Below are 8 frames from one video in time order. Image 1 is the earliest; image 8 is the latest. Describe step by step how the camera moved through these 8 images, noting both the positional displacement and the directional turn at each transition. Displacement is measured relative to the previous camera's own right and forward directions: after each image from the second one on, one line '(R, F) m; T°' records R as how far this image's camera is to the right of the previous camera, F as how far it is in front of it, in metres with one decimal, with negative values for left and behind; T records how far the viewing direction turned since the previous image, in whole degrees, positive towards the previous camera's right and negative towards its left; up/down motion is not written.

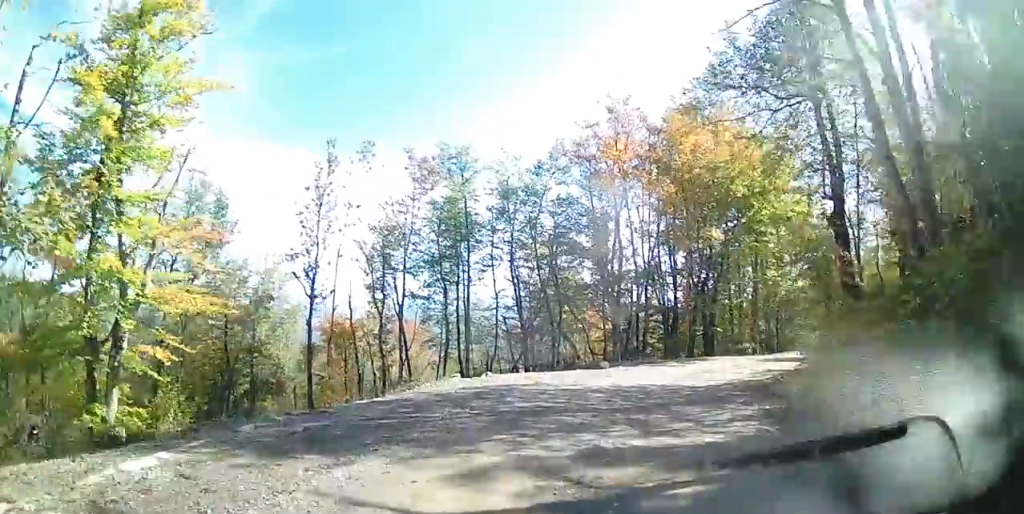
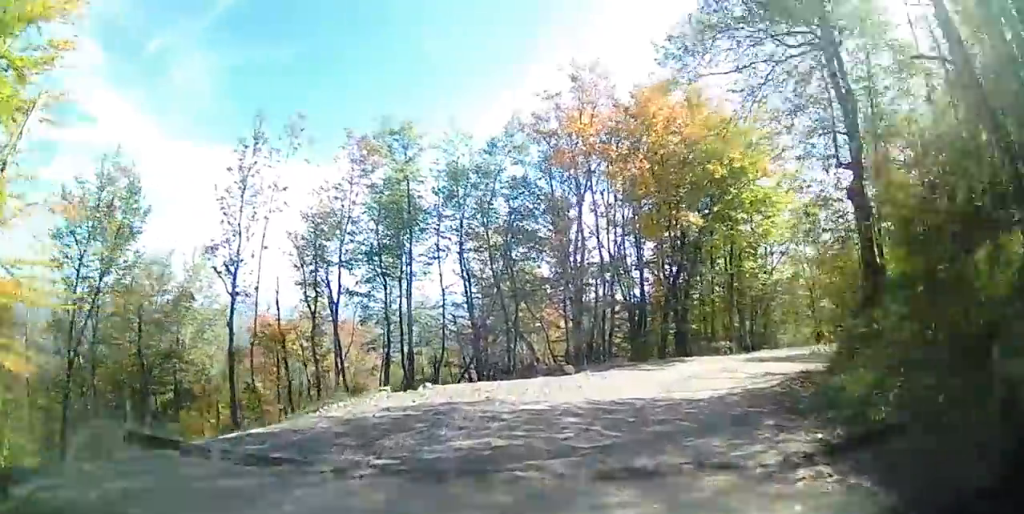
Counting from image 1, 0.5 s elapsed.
(+0.3, +3.2) m; +2°
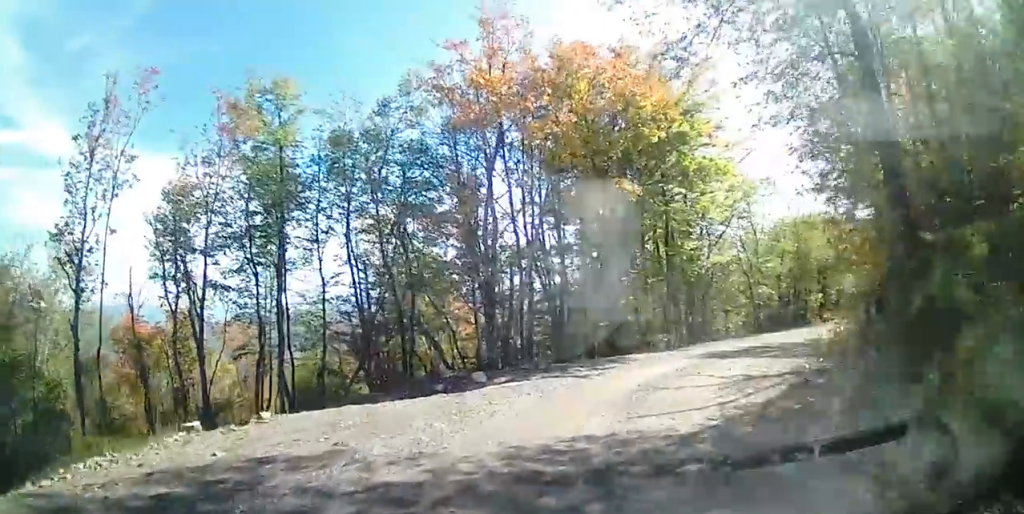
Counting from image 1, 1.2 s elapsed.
(+0.2, +4.3) m; +3°
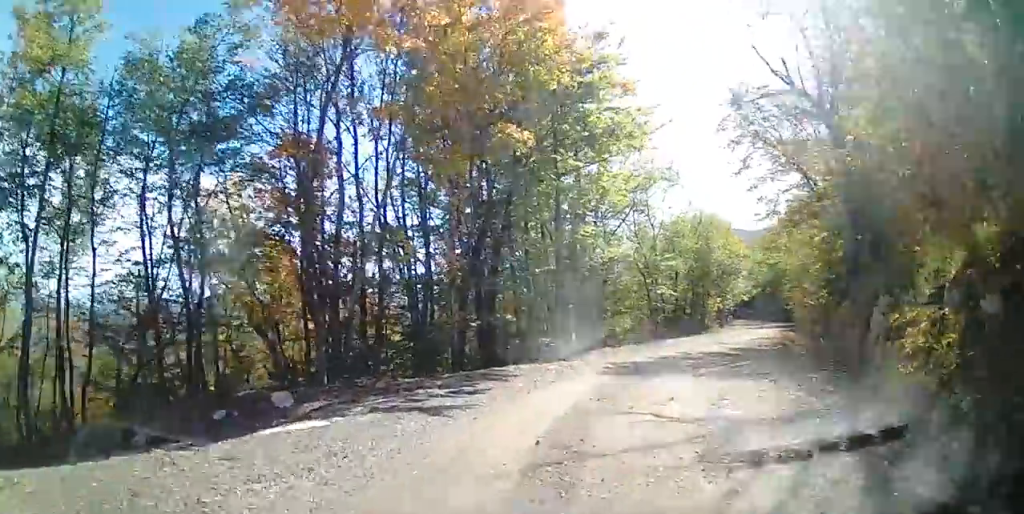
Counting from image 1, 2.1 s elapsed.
(-0.1, +6.0) m; +6°
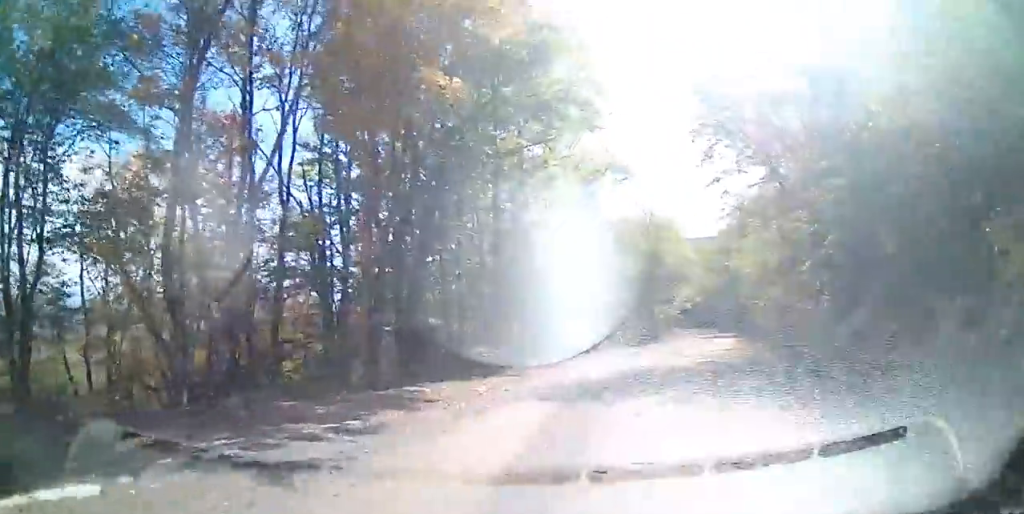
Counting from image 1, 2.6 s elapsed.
(+0.4, +3.4) m; +6°
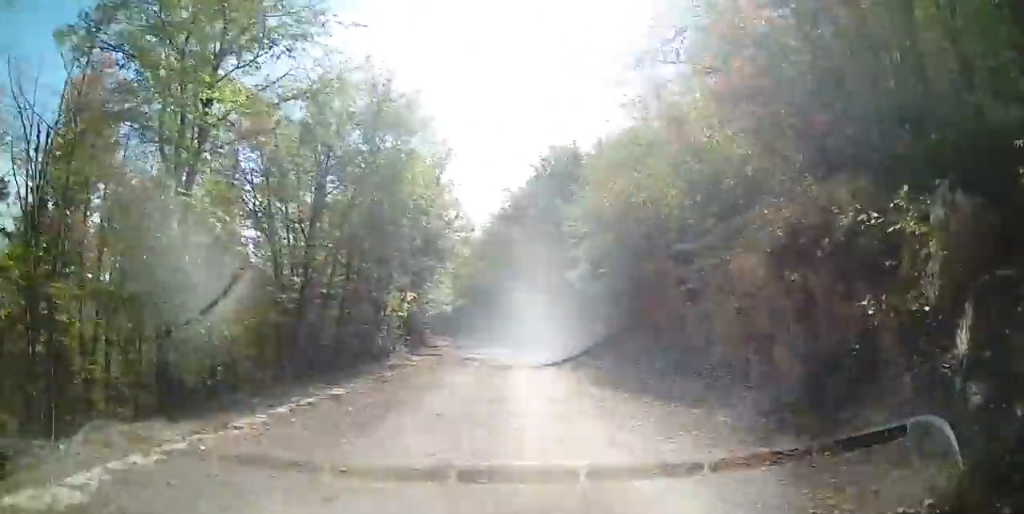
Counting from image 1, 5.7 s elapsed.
(+5.7, +23.0) m; +20°
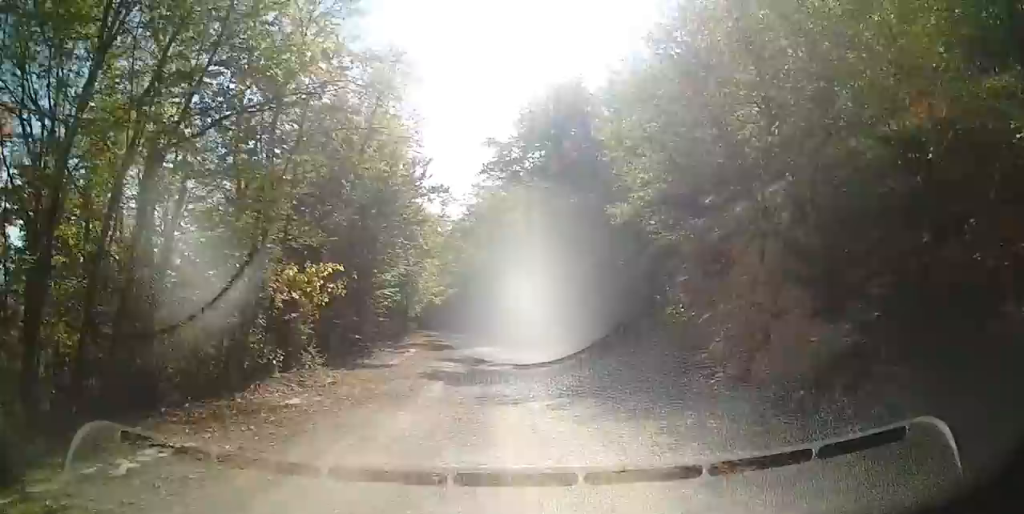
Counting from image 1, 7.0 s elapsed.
(+0.1, +10.8) m; -4°
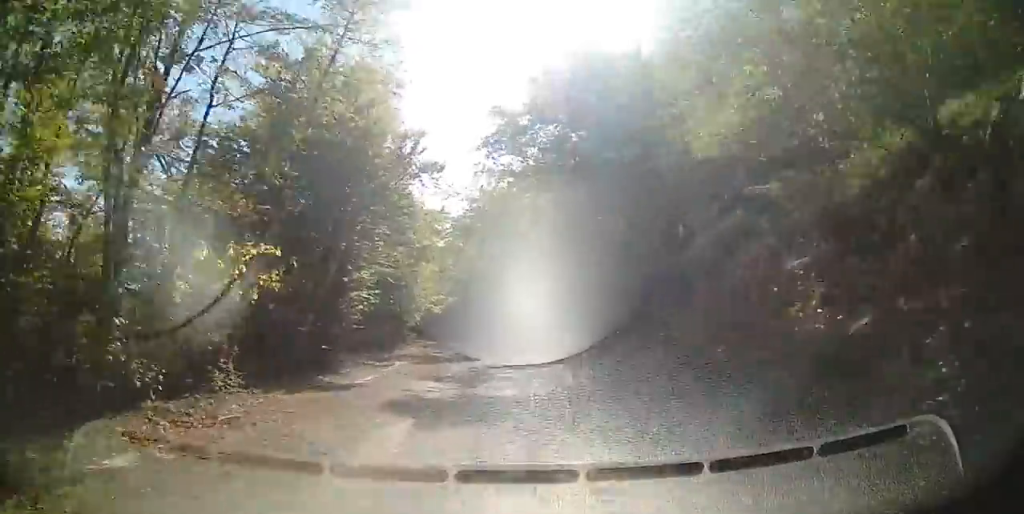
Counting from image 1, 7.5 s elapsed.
(-0.4, +4.8) m; -2°
